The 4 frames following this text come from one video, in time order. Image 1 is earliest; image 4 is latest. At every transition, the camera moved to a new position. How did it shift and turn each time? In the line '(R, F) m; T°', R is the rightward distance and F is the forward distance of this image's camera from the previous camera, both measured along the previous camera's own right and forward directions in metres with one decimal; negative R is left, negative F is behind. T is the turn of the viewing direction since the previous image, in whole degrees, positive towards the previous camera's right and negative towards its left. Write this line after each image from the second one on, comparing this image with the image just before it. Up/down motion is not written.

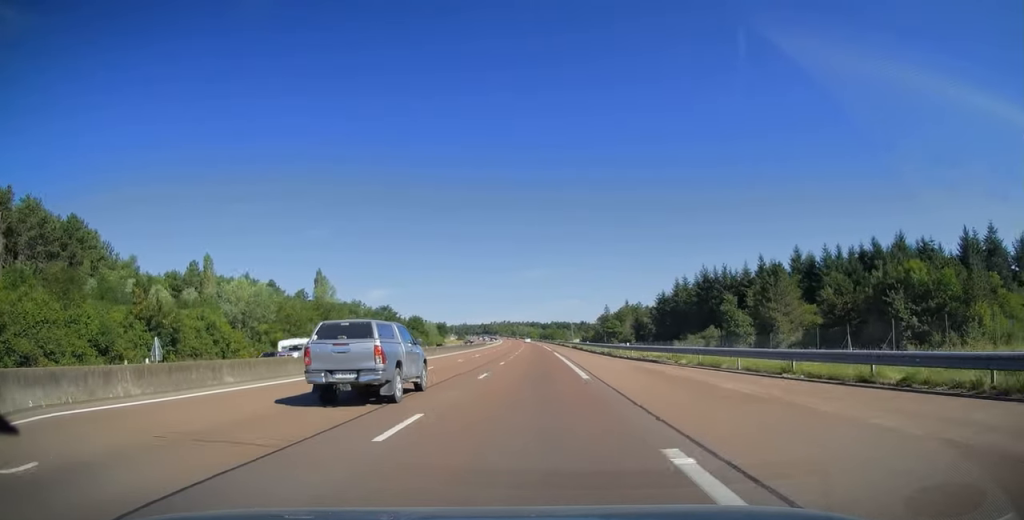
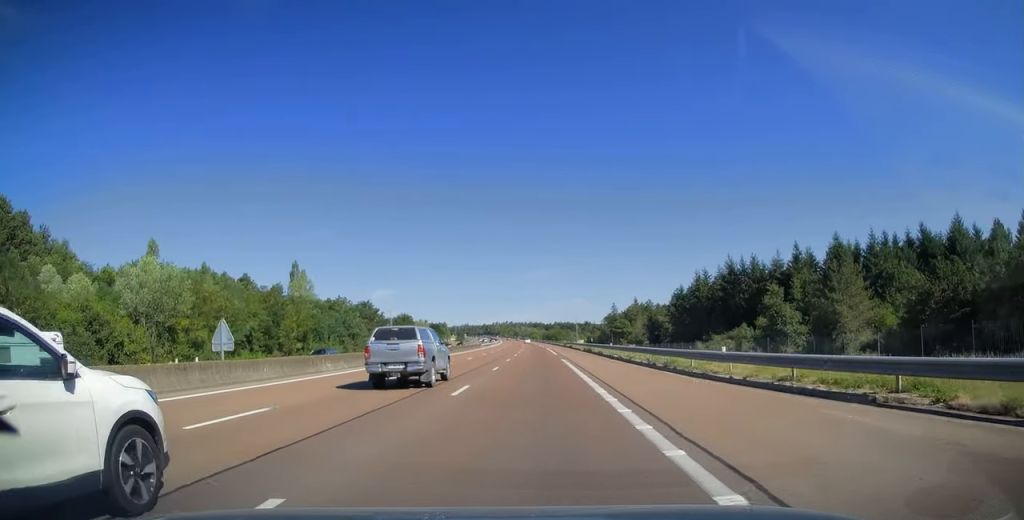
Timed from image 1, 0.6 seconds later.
(0.0, +19.3) m; 0°
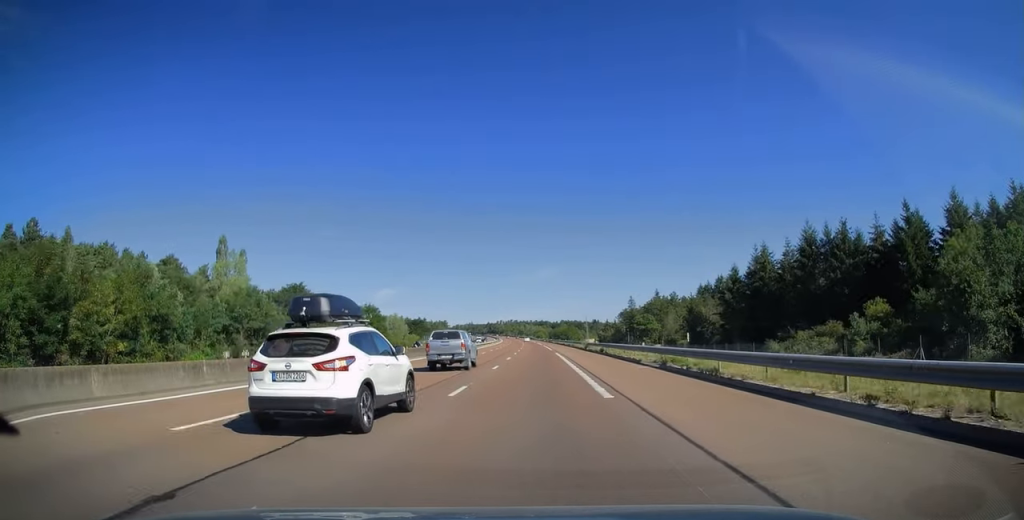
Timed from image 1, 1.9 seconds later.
(0.0, +39.6) m; 0°
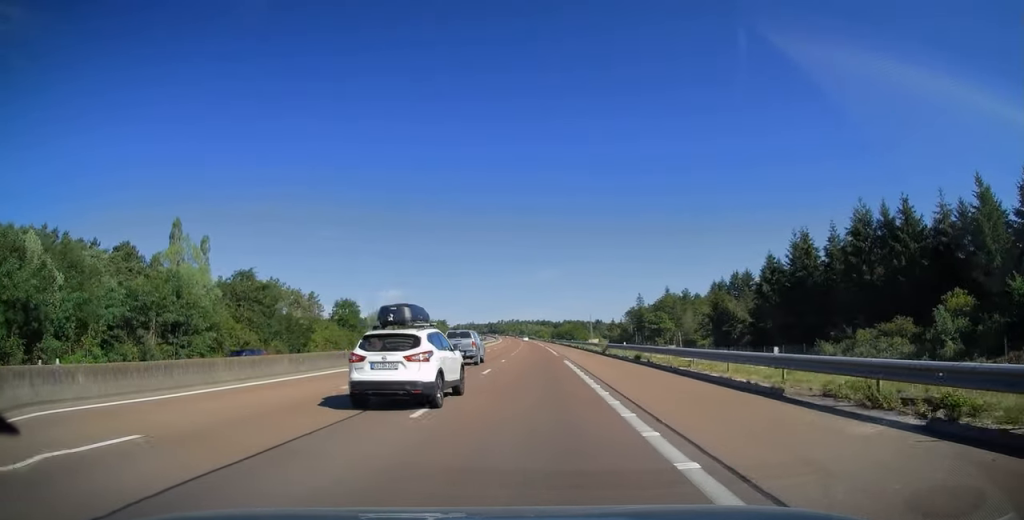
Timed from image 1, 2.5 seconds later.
(0.0, +17.3) m; 0°
